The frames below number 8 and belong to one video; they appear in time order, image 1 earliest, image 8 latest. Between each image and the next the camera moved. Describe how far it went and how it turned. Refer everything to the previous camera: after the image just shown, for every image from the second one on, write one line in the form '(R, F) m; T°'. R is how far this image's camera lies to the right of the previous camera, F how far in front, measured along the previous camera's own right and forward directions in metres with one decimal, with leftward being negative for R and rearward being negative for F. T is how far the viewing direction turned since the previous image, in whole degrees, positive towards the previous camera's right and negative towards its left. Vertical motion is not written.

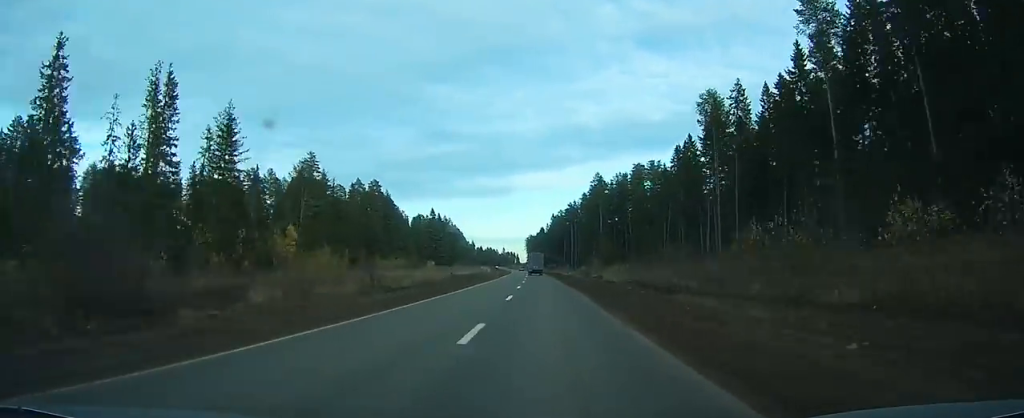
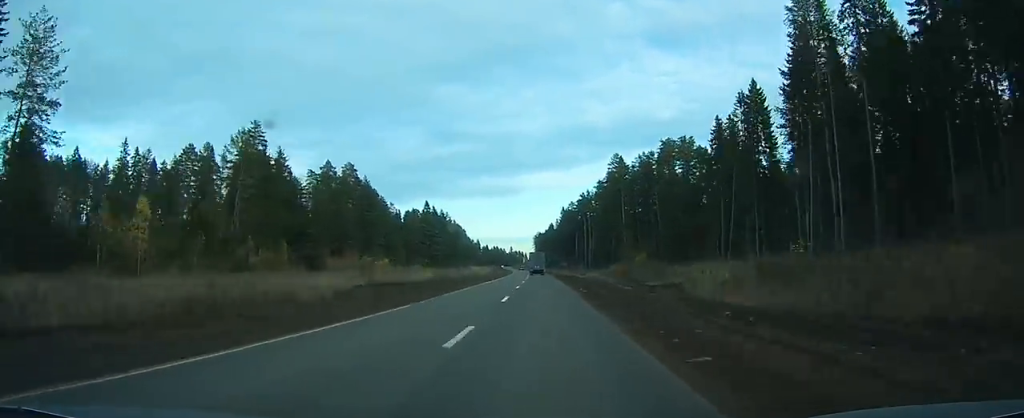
(-0.3, +36.3) m; -1°
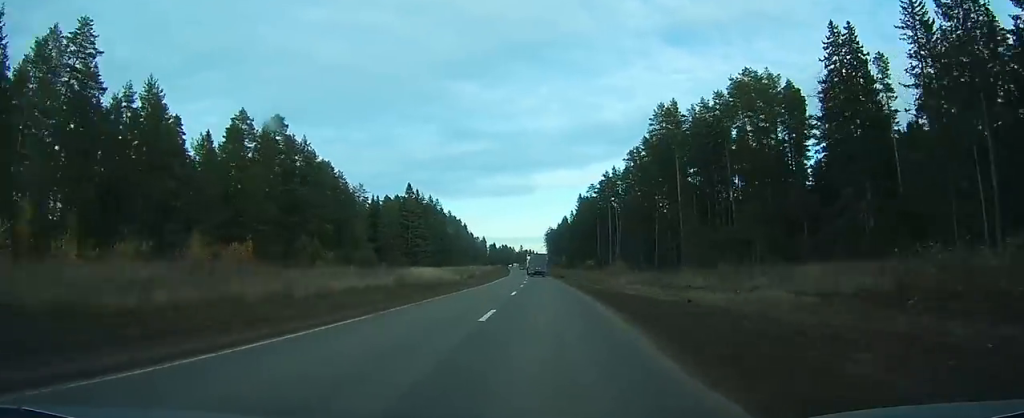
(-0.8, +56.9) m; -2°
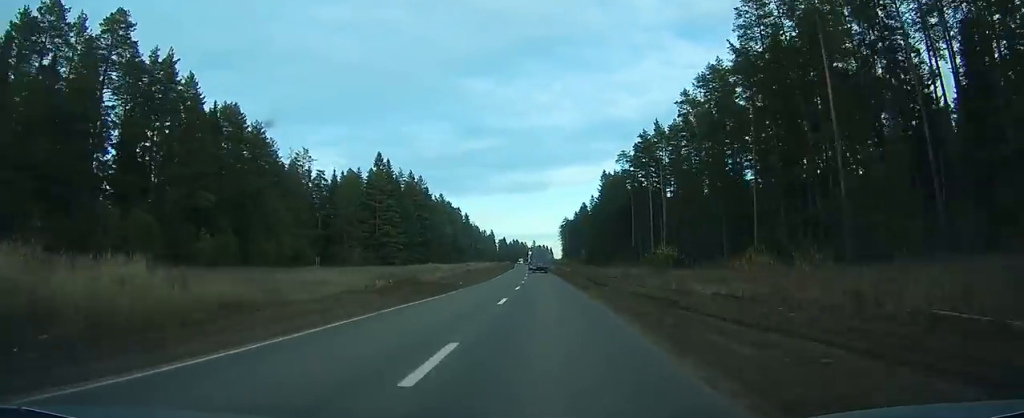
(-0.8, +56.9) m; -2°
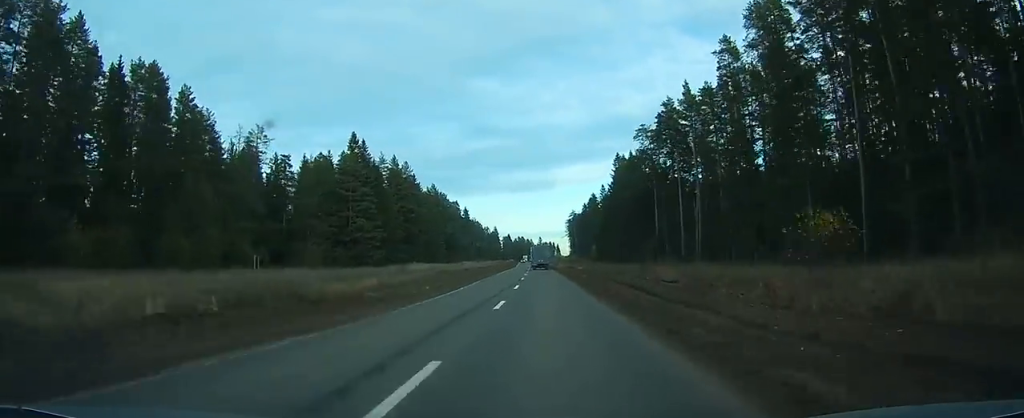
(-0.1, +26.2) m; -1°
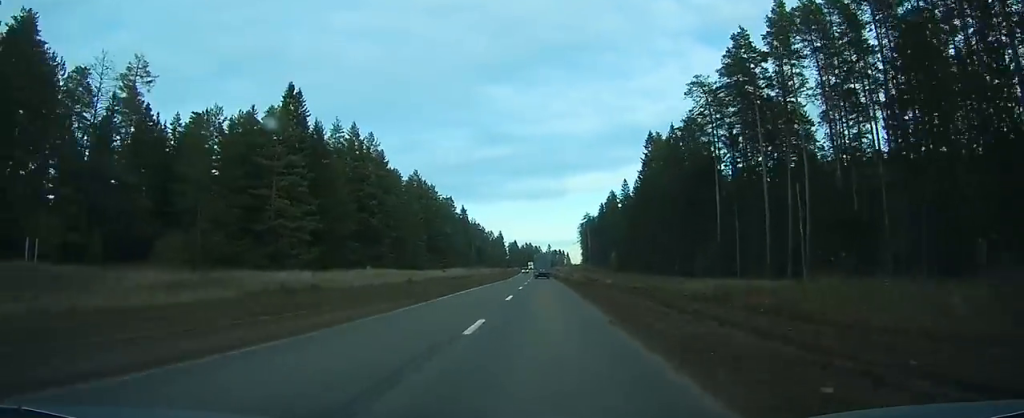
(-0.3, +41.8) m; -1°
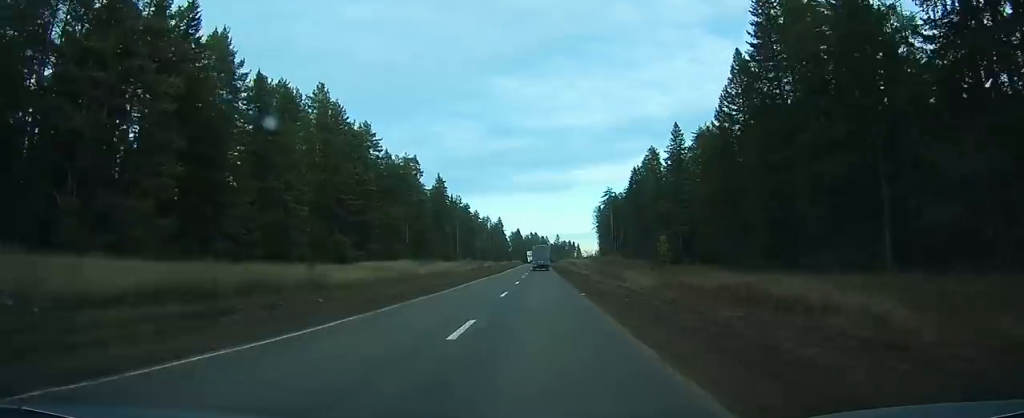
(-0.7, +73.5) m; -1°
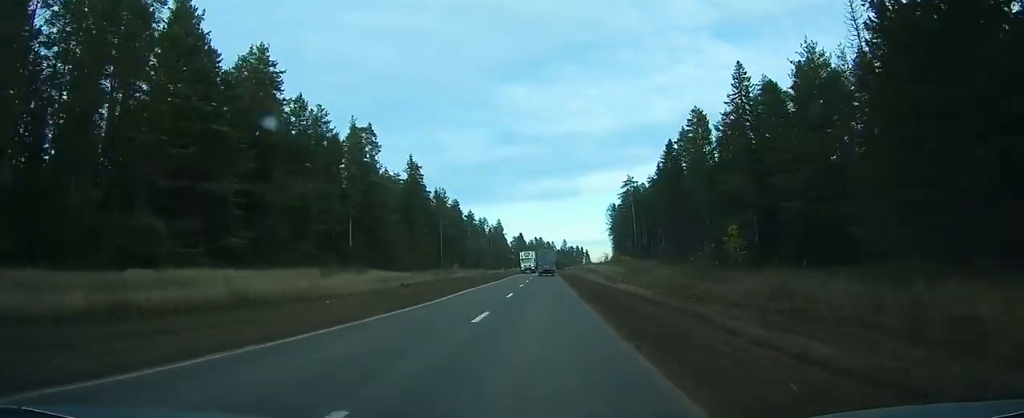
(-0.1, +44.1) m; 0°
